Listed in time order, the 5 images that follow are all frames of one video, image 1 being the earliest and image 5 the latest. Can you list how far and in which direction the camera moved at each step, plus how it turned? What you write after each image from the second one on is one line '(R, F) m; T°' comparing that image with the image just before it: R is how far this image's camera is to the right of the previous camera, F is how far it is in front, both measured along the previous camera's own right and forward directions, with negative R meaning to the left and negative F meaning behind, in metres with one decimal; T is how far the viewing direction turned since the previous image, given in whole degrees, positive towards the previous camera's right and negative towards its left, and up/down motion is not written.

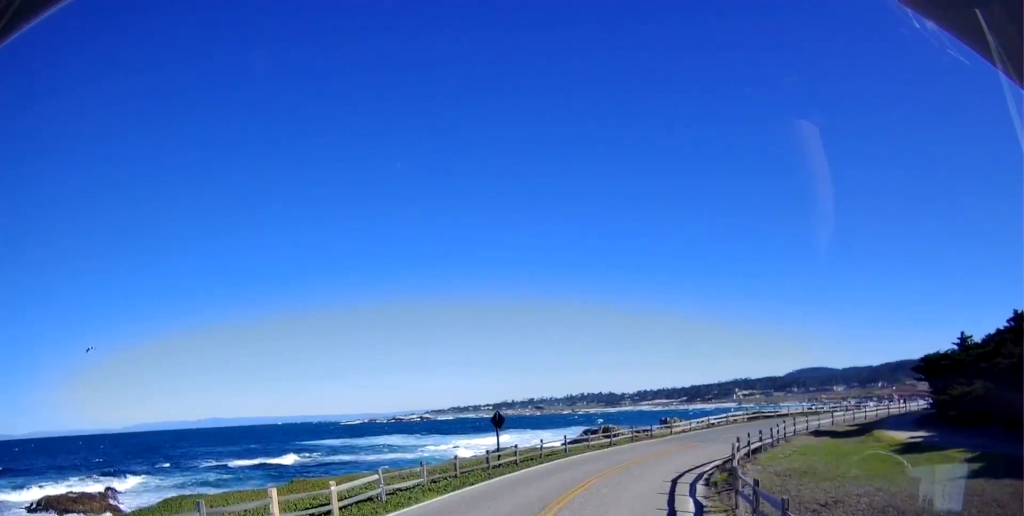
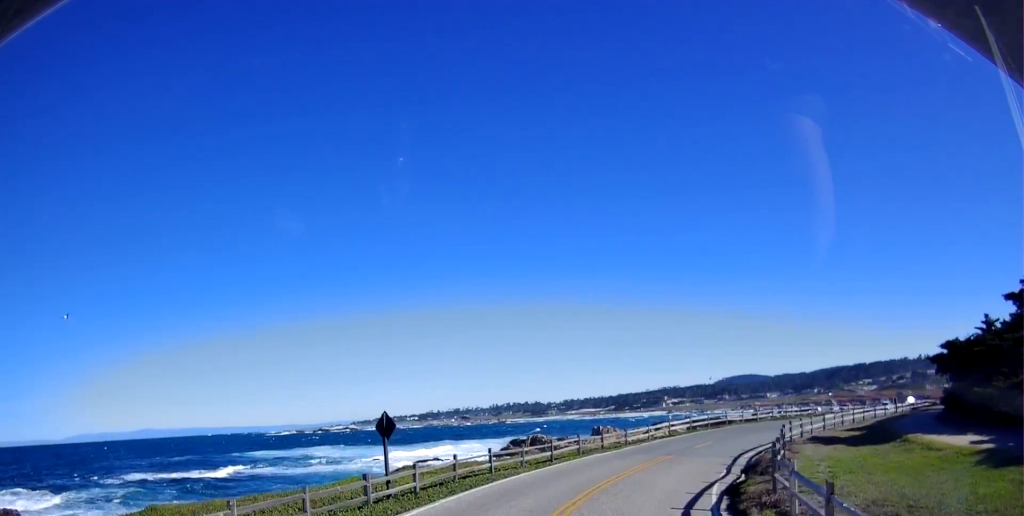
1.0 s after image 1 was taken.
(+0.6, +8.3) m; +6°
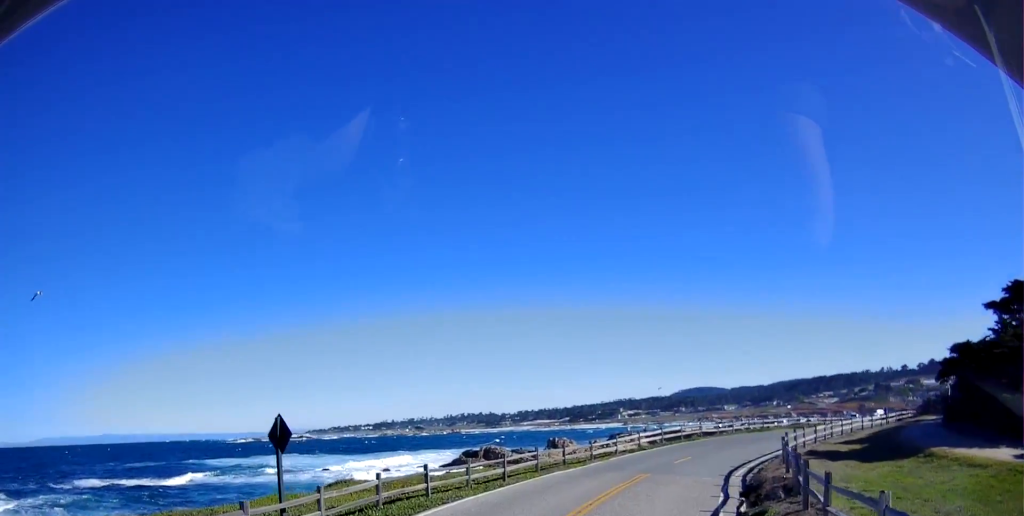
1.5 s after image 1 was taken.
(+0.2, +4.3) m; +3°
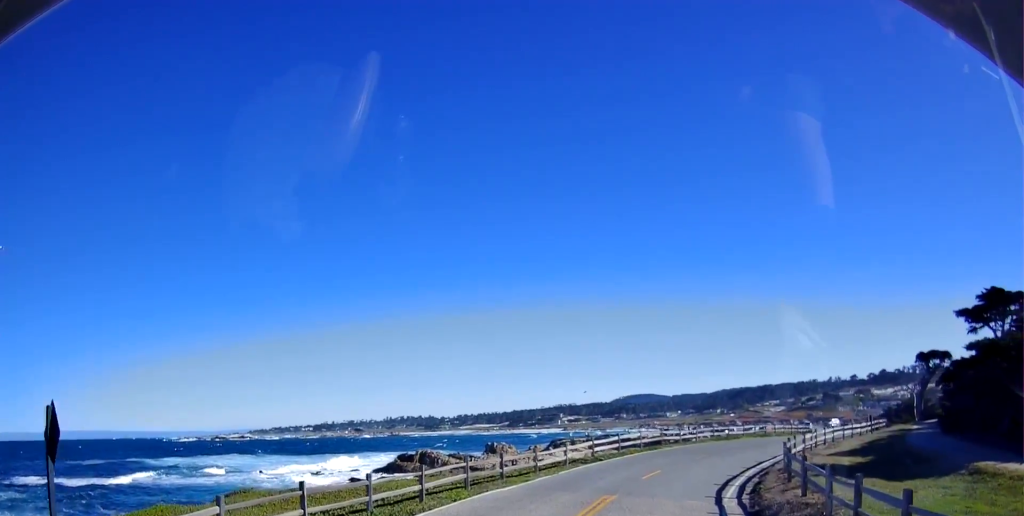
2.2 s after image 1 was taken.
(-0.1, +5.3) m; +3°
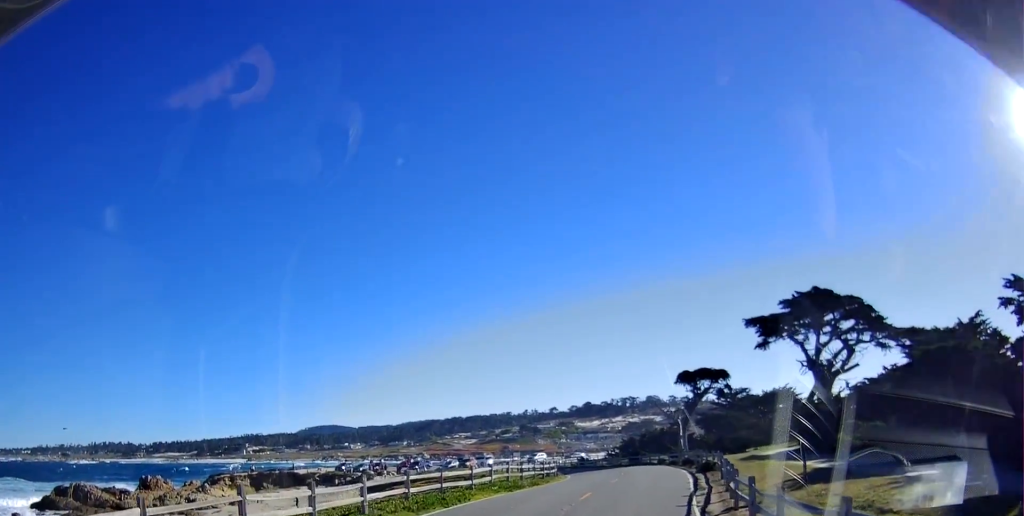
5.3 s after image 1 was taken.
(+5.5, +23.4) m; +27°
